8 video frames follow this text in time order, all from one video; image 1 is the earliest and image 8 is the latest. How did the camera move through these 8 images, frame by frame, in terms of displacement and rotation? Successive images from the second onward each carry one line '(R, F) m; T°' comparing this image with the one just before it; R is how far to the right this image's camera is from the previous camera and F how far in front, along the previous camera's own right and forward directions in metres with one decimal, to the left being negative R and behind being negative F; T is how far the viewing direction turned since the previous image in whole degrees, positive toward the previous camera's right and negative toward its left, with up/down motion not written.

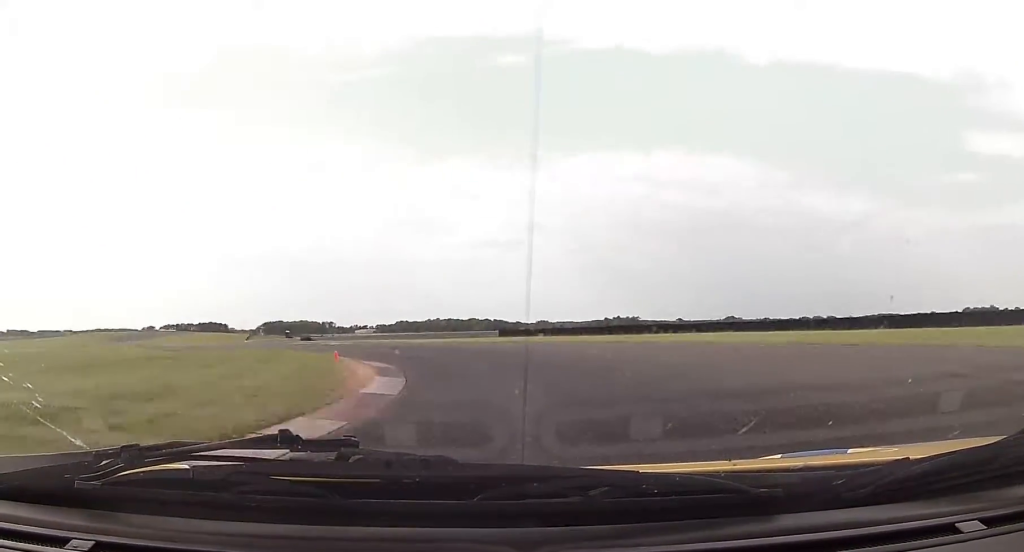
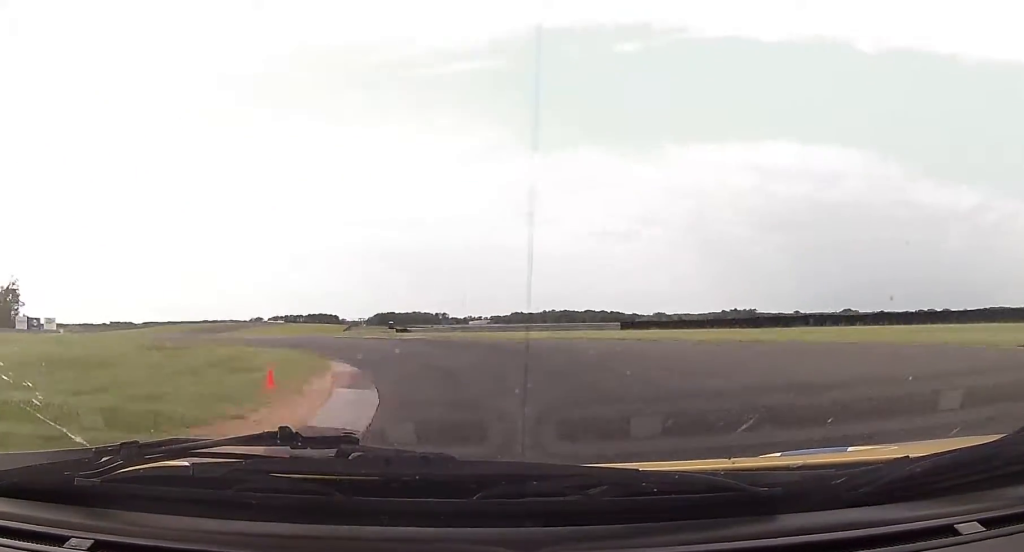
(-1.4, +12.5) m; -8°
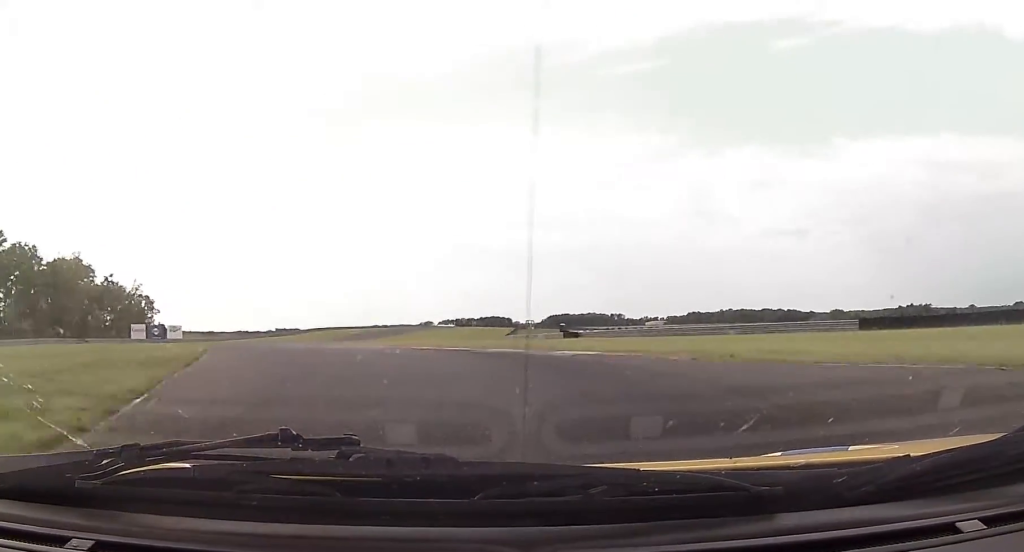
(-1.3, +18.8) m; -12°
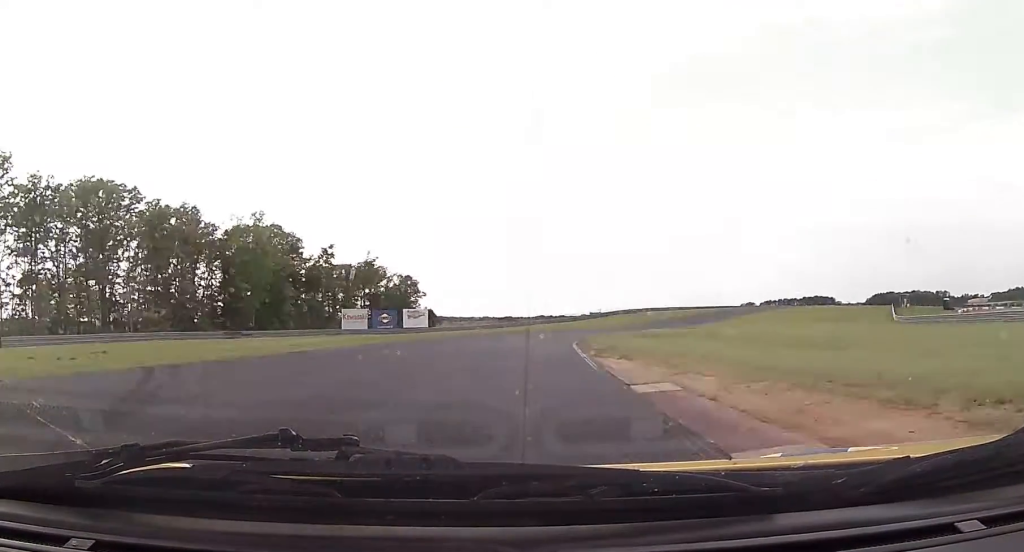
(-13.1, +48.3) m; -26°
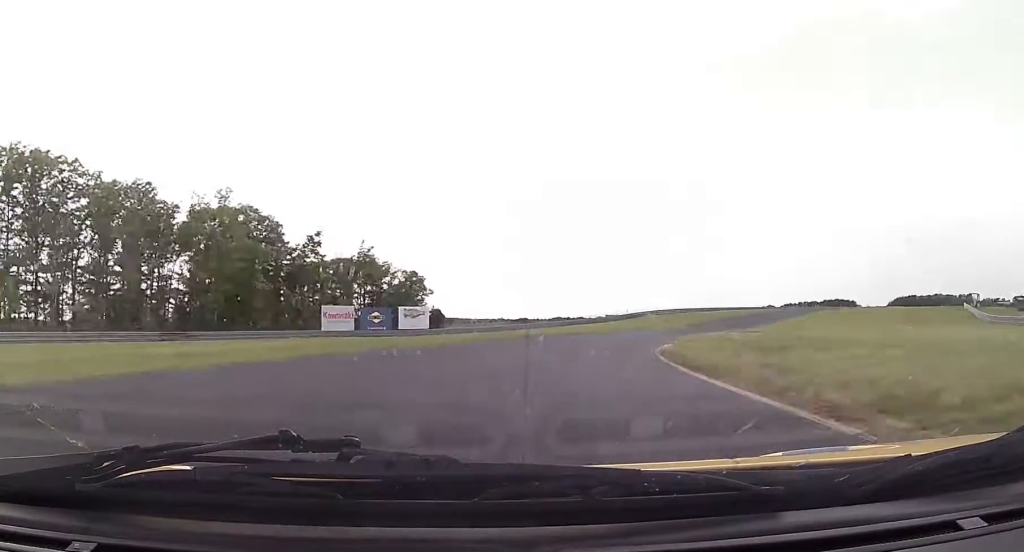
(-1.5, +19.8) m; -2°
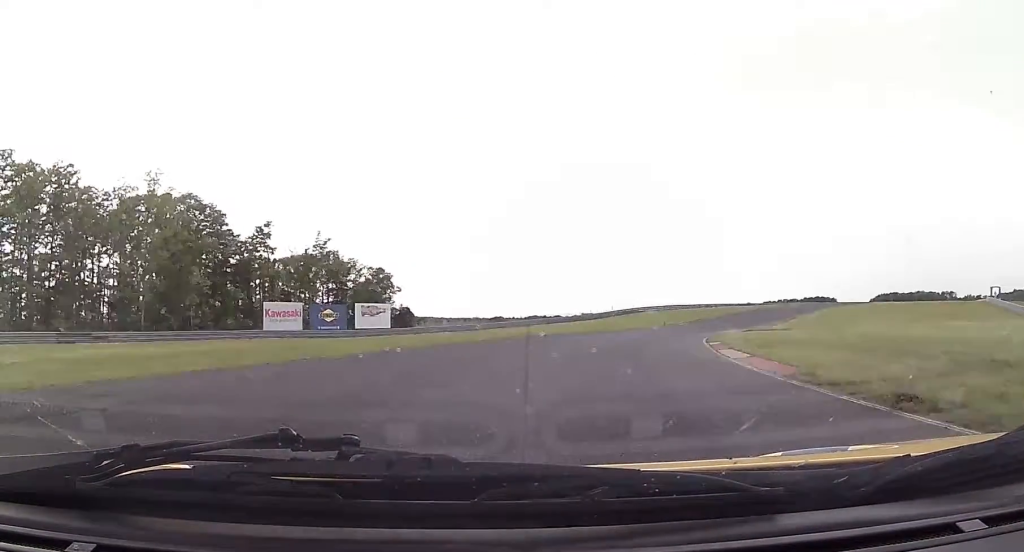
(-0.8, +13.0) m; -1°
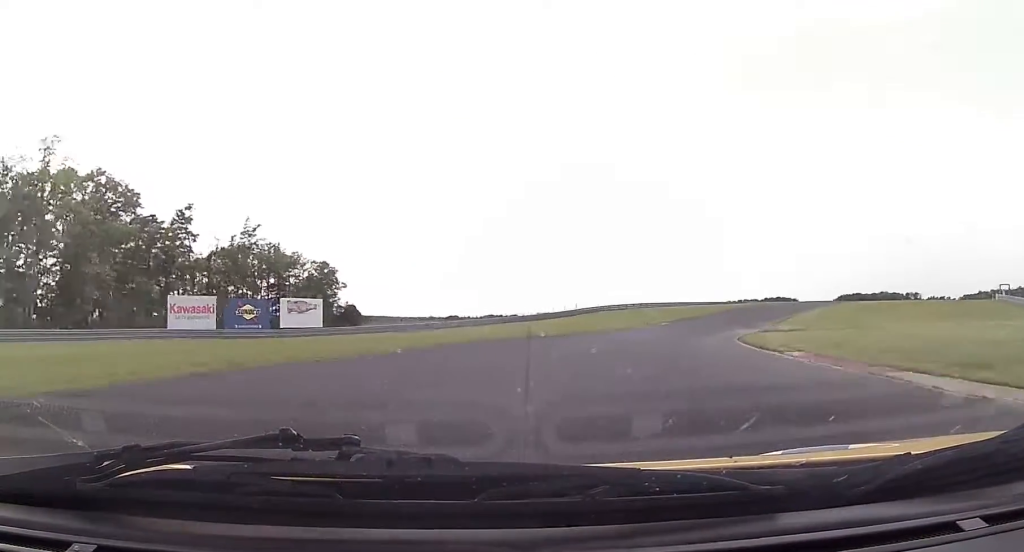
(+0.6, +13.4) m; +4°
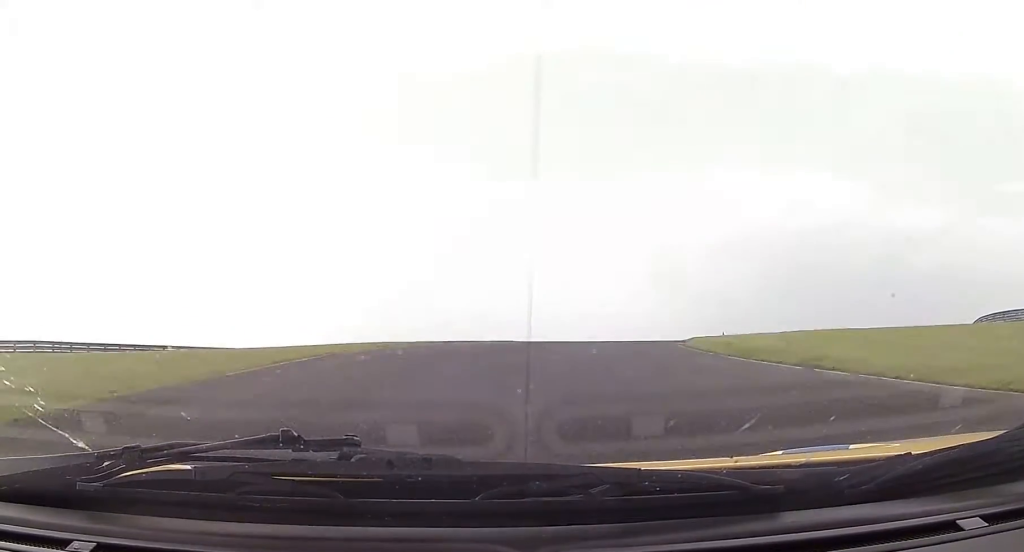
(+20.7, +78.9) m; +37°
